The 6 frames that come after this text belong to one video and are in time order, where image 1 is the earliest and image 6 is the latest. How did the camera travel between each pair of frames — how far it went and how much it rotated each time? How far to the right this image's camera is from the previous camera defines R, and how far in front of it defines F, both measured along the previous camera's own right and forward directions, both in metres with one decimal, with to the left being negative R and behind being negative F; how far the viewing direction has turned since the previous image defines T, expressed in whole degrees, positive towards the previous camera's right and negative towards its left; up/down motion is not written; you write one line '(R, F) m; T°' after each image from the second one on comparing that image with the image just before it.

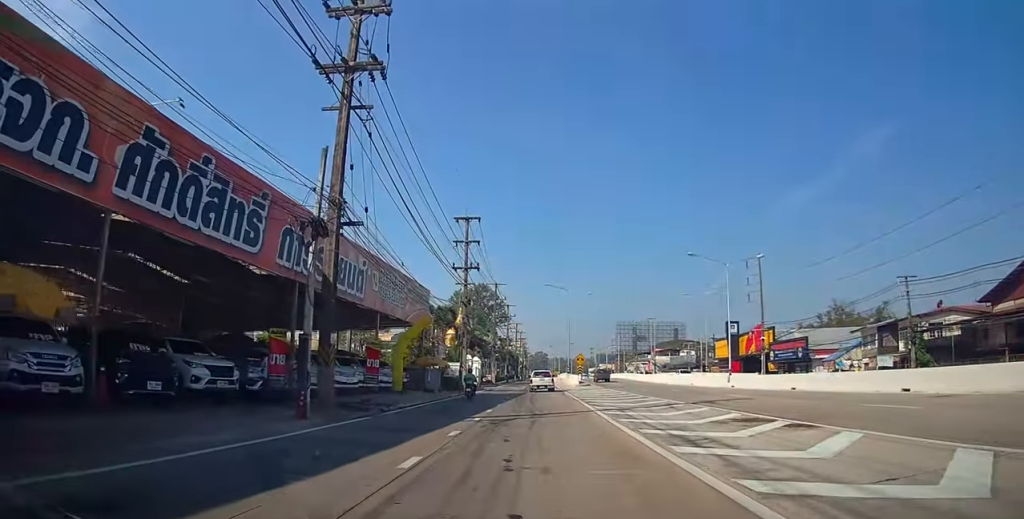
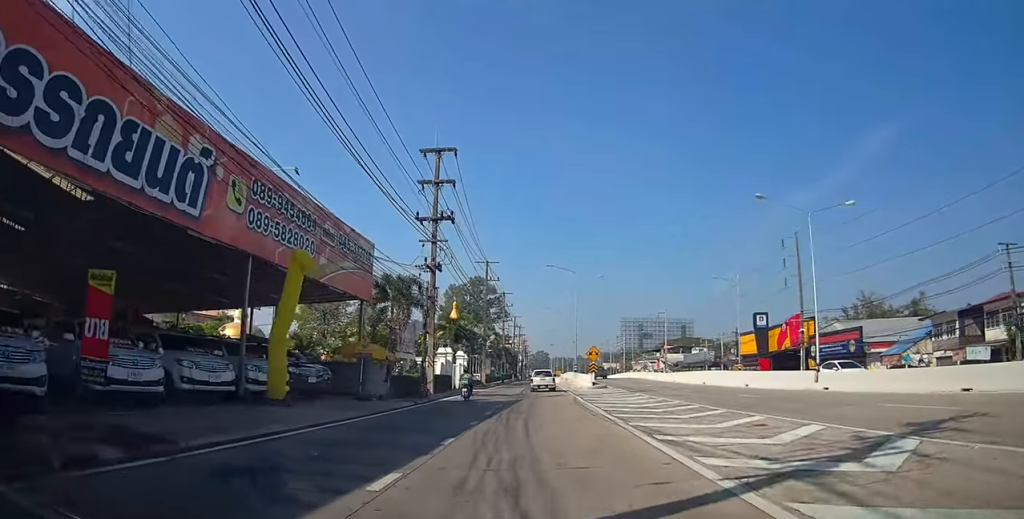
(+0.2, +13.2) m; +2°
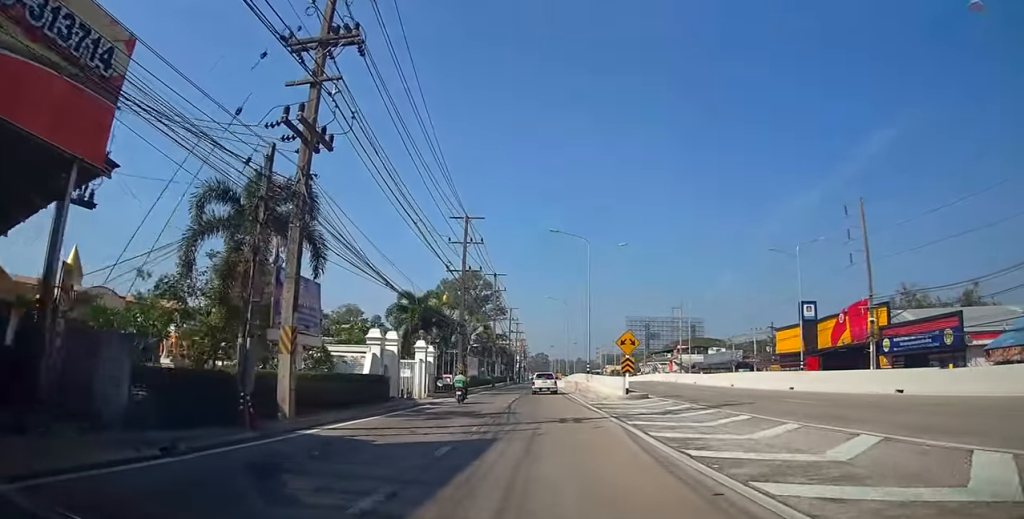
(+0.3, +17.1) m; +2°
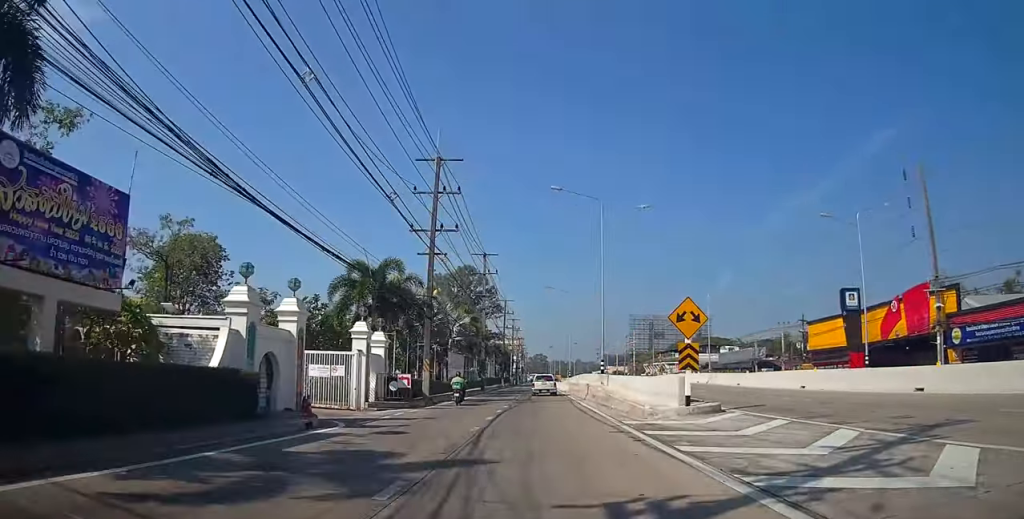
(+0.1, +11.7) m; 0°
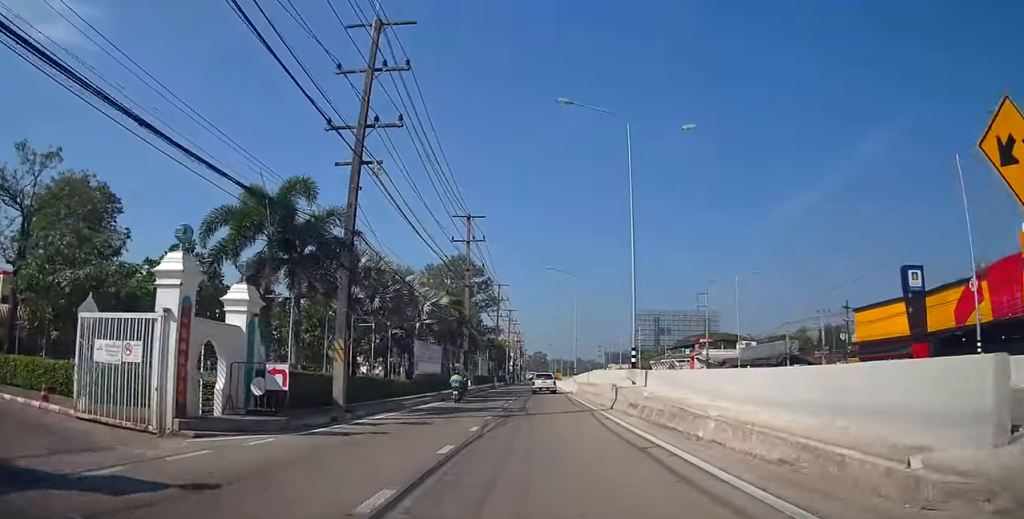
(-0.1, +12.5) m; +1°
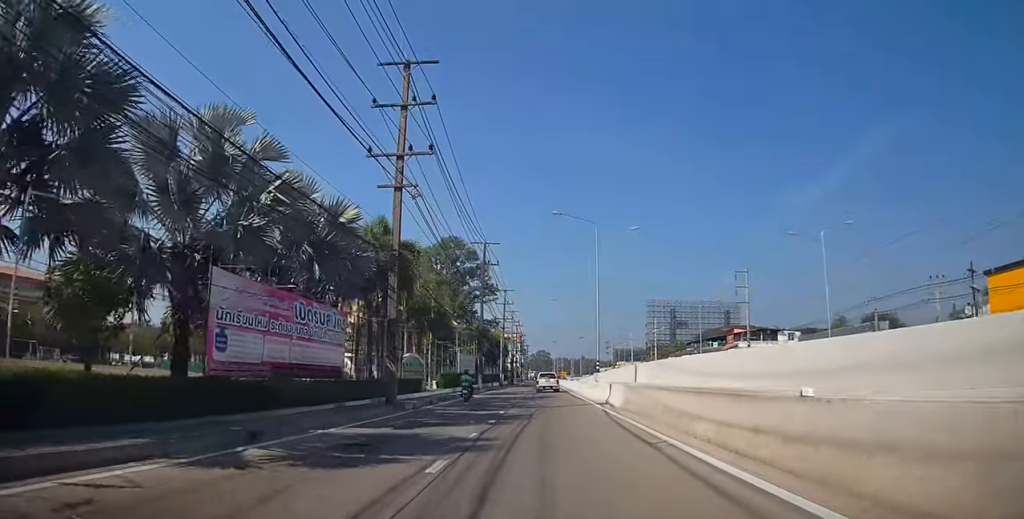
(+0.2, +22.5) m; -2°
